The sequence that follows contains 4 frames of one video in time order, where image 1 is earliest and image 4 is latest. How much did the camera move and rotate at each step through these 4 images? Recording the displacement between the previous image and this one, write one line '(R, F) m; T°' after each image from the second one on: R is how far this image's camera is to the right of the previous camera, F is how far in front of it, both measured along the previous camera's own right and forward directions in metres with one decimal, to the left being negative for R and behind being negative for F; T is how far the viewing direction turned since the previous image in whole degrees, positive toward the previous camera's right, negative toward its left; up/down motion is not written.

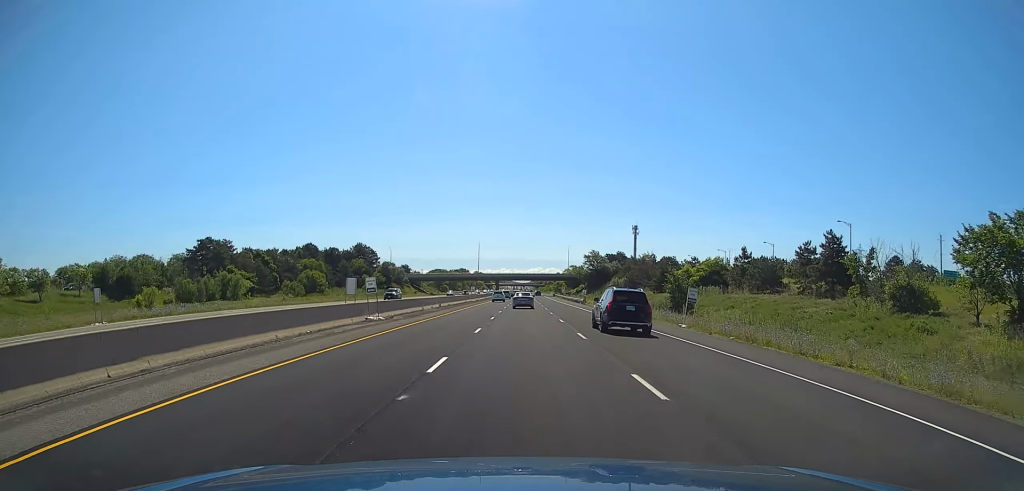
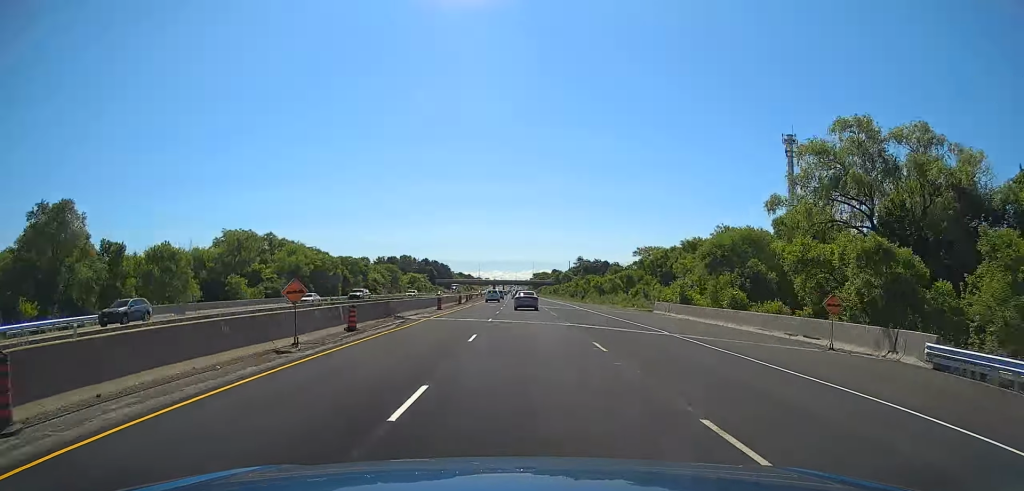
(+2.5, +320.5) m; +1°
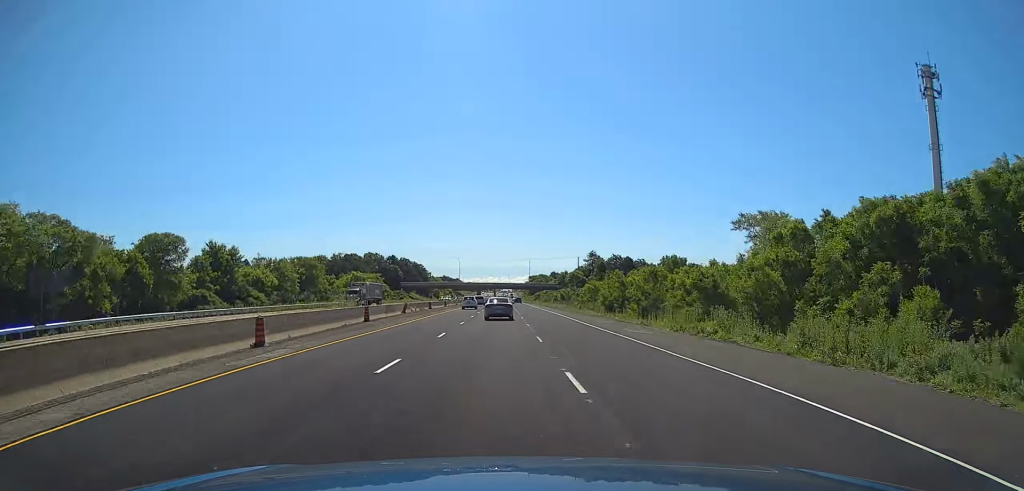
(0.0, +82.6) m; 0°
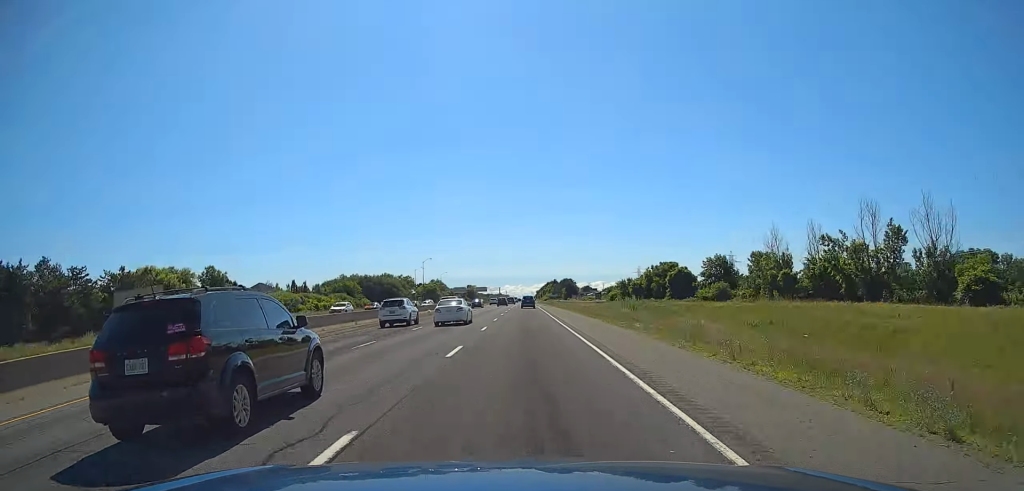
(-8.7, +796.8) m; -1°
